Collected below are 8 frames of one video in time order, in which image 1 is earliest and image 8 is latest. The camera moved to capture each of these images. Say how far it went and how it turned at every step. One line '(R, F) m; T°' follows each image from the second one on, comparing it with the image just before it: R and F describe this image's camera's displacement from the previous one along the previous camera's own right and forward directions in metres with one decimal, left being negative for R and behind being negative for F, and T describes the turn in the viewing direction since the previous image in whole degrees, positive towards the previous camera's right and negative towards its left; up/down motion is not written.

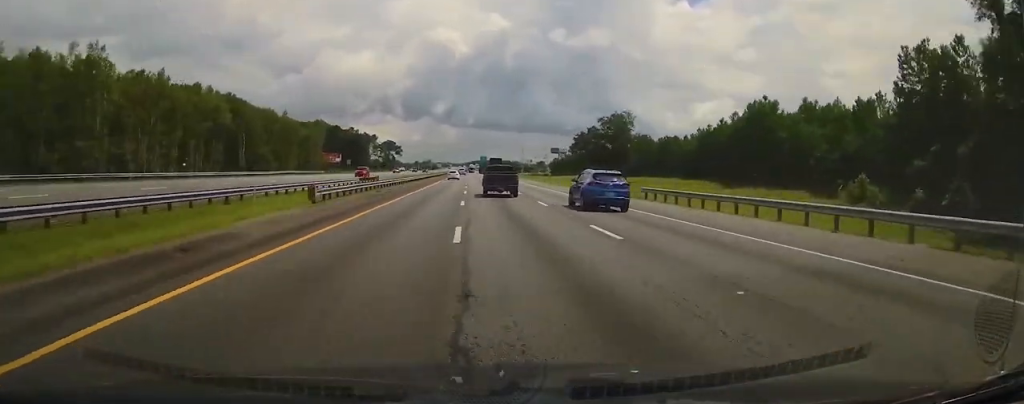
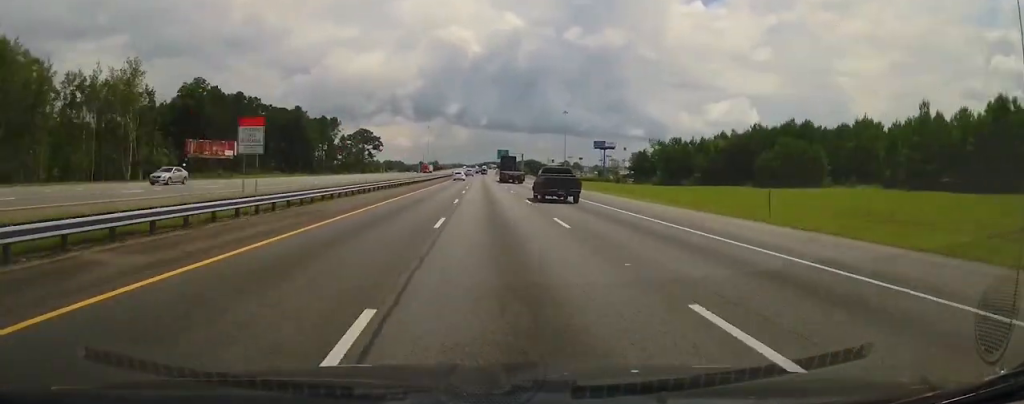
(-0.4, +149.1) m; 0°
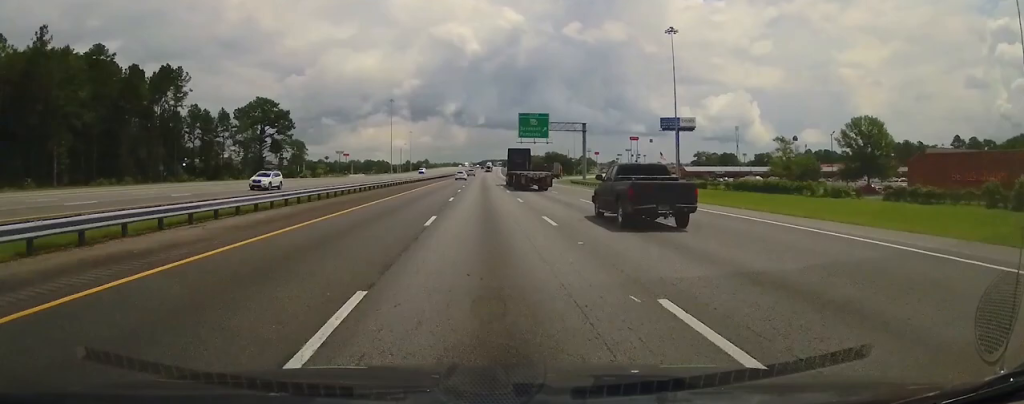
(+0.4, +149.6) m; +1°
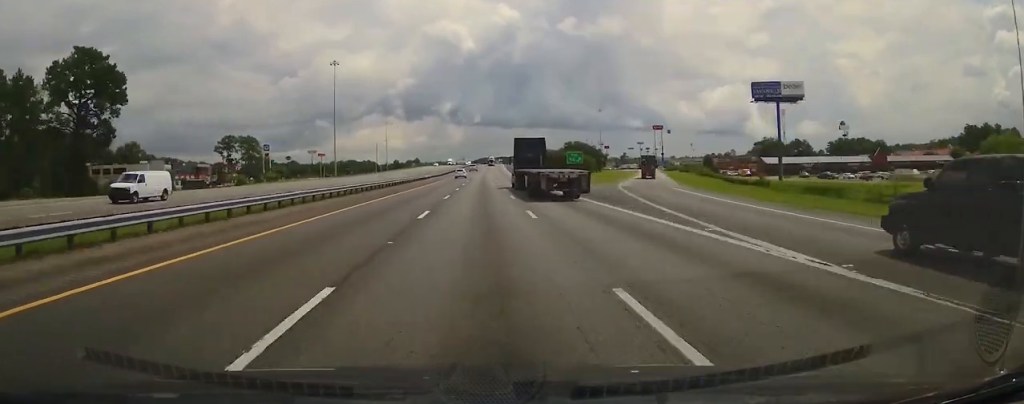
(+0.1, +87.1) m; 0°
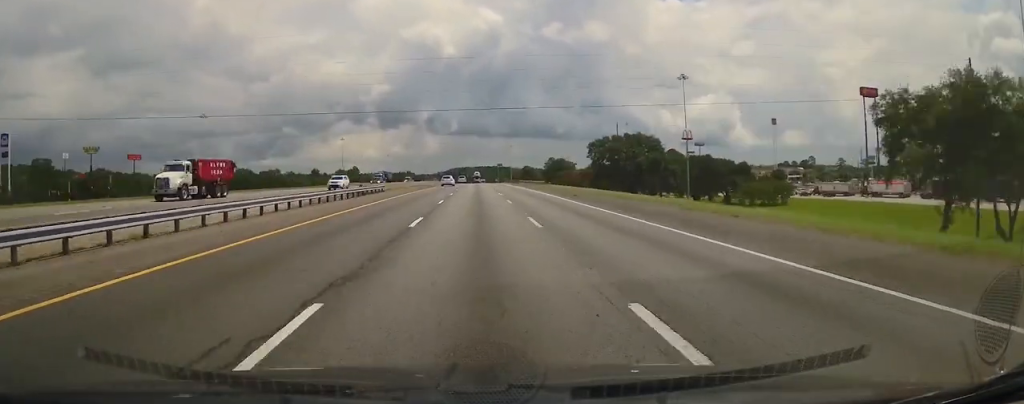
(+5.5, +291.1) m; +2°
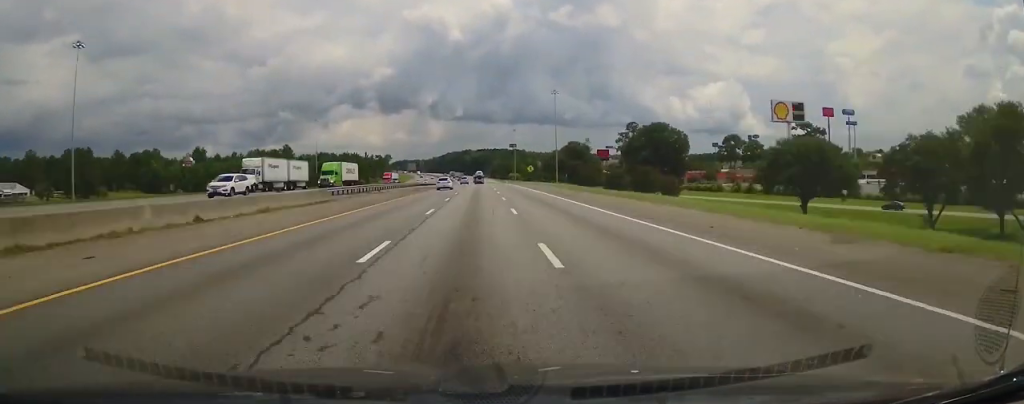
(0.0, +215.8) m; -1°
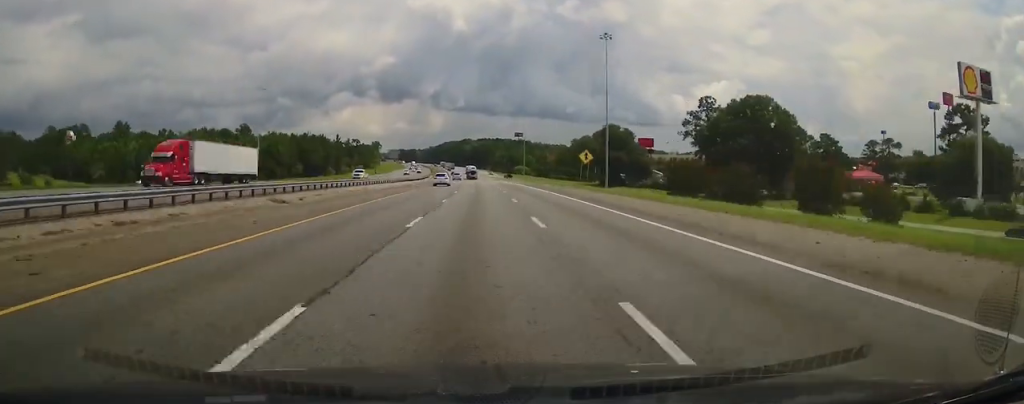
(+0.5, +68.7) m; -1°
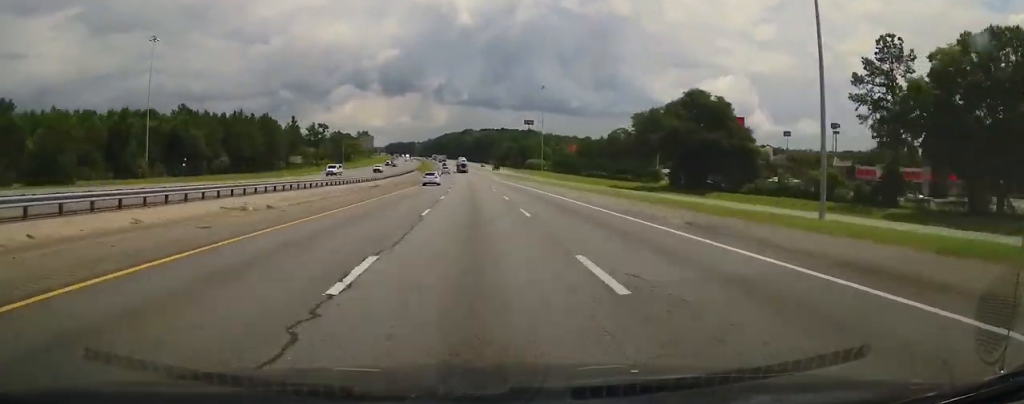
(-1.1, +68.5) m; -1°
